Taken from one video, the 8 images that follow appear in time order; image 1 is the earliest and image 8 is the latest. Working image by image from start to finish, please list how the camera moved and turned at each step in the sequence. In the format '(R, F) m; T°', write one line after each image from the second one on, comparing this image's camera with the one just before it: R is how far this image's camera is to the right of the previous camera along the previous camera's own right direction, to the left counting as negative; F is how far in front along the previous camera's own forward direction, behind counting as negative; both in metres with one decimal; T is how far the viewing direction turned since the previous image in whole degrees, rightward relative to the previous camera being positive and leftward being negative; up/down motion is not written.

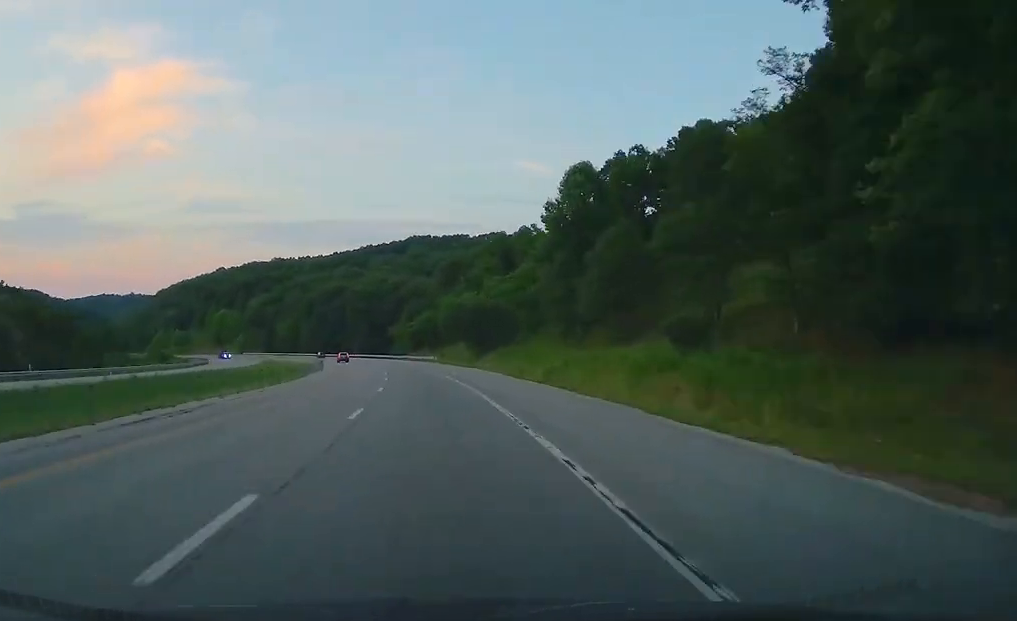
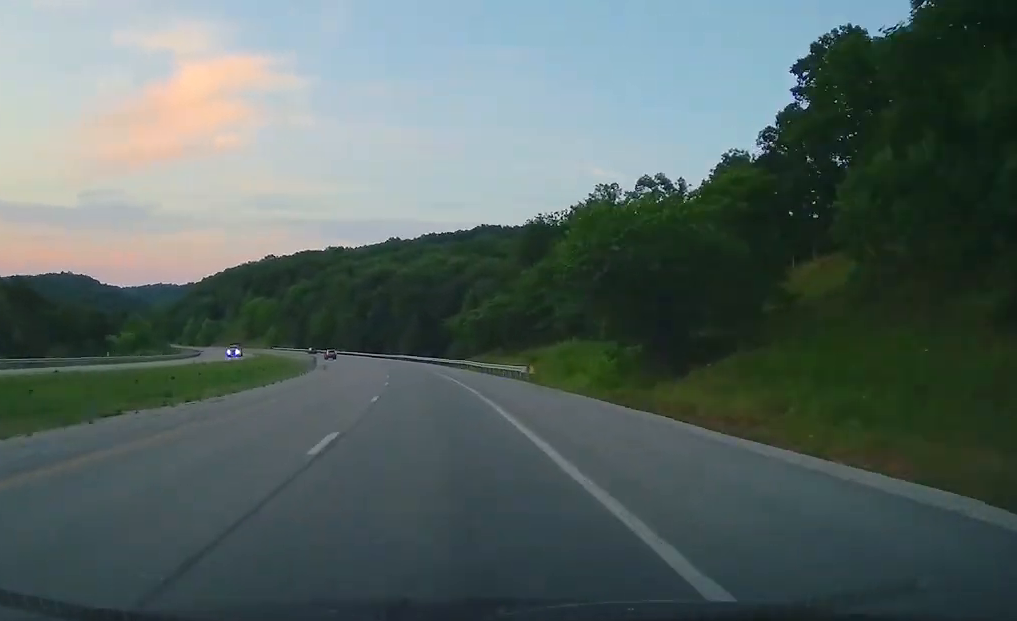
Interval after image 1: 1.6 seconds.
(-2.4, +64.6) m; -5°
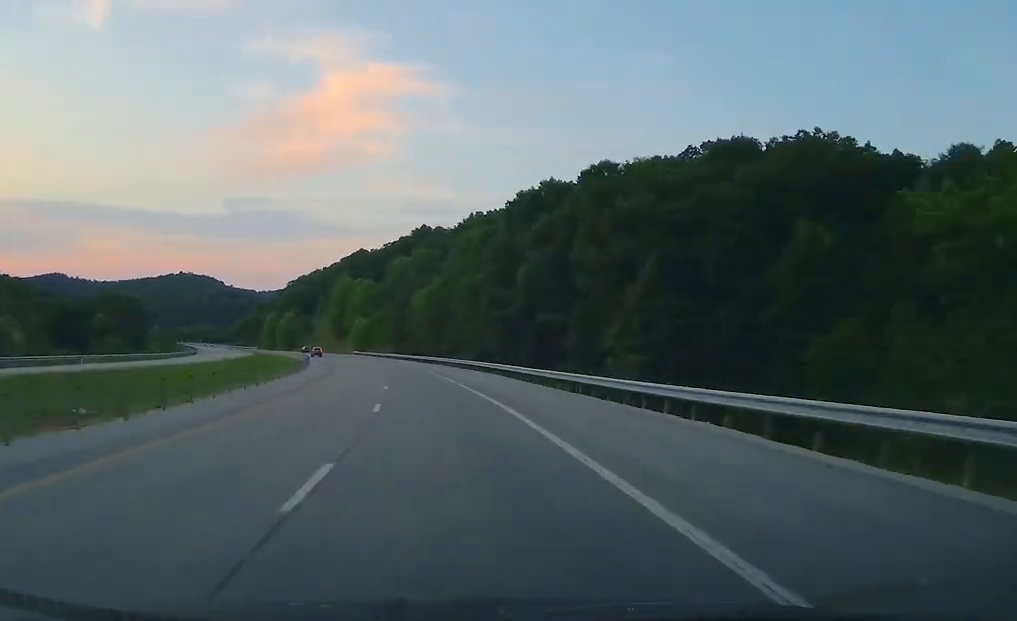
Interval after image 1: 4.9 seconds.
(-12.5, +126.1) m; -13°
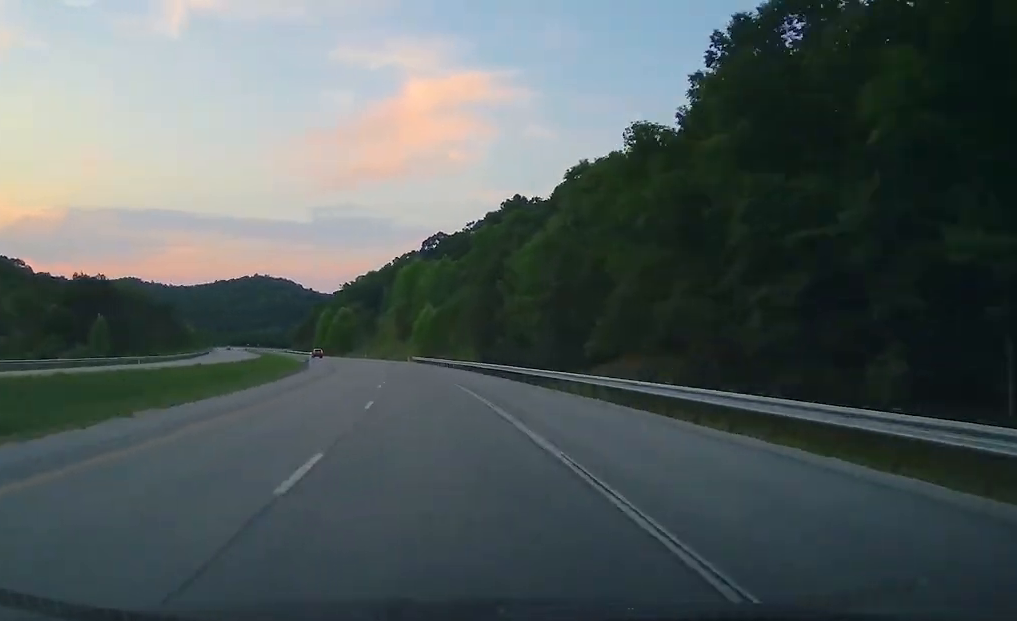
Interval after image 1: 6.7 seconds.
(-2.5, +63.6) m; -7°
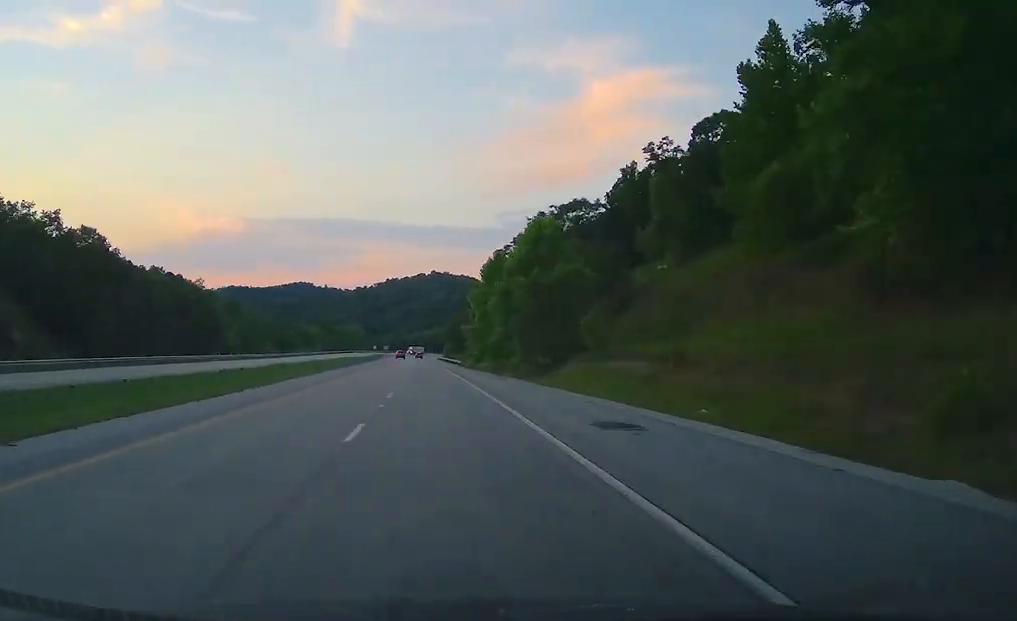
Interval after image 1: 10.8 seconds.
(-19.7, +142.7) m; -10°
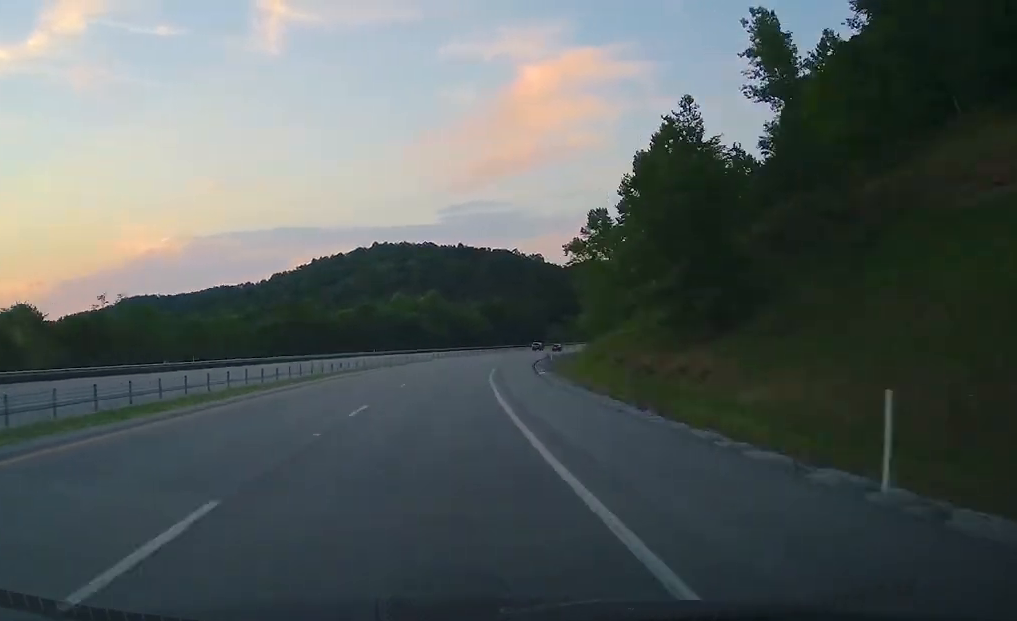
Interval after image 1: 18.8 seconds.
(-0.5, +245.0) m; +10°
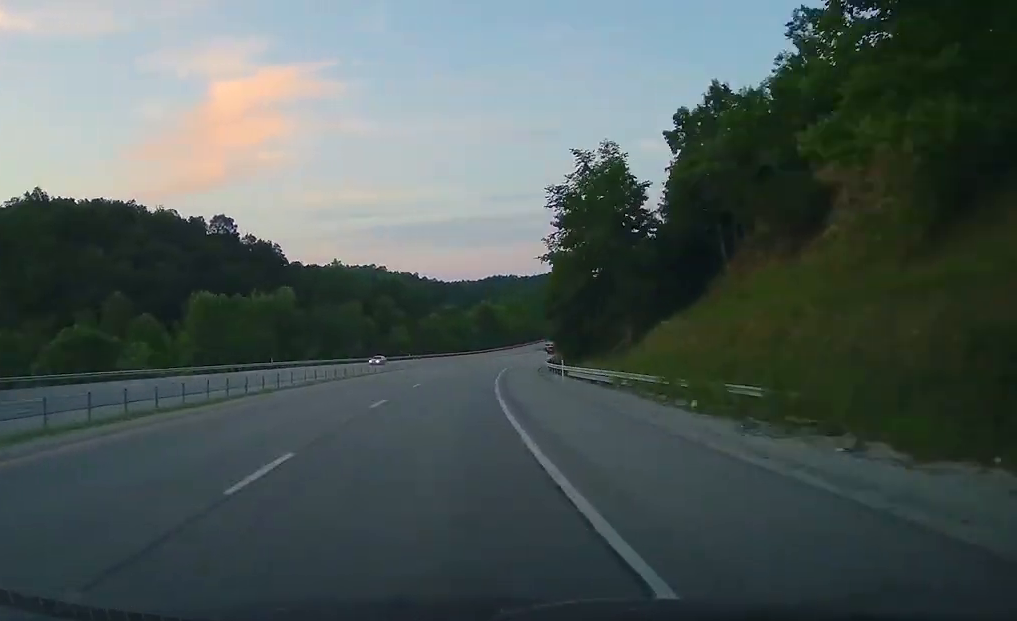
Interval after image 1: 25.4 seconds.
(+54.7, +250.6) m; +24°
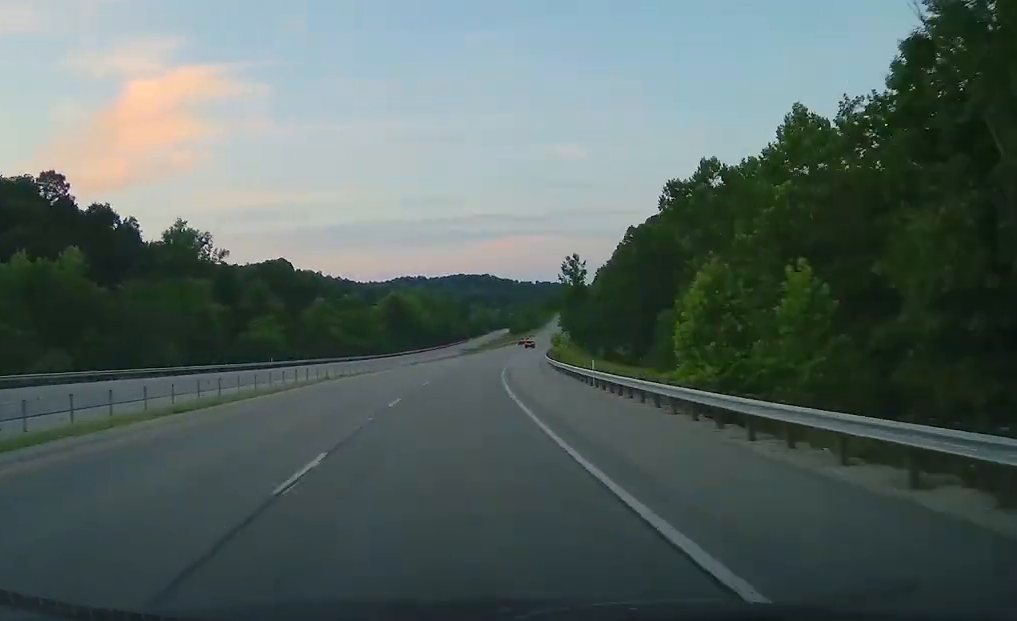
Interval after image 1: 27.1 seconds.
(+0.8, +71.7) m; +7°
